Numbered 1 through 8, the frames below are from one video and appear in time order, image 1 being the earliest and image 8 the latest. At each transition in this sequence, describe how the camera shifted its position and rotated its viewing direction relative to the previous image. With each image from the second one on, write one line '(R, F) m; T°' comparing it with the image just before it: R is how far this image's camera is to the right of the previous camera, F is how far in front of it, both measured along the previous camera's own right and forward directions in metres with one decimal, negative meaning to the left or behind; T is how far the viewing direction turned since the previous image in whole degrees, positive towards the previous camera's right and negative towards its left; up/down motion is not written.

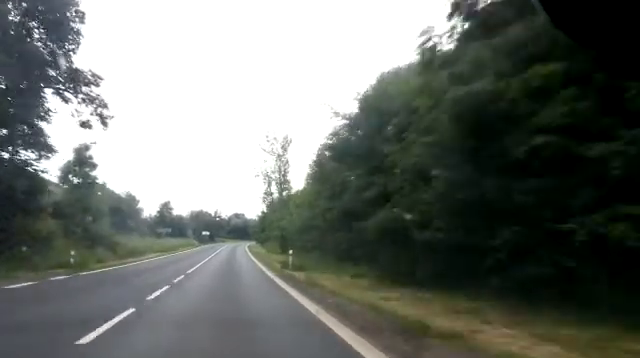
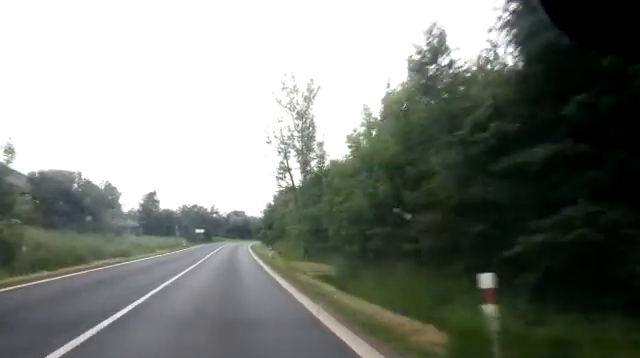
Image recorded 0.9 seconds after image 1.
(-0.4, +16.8) m; -1°
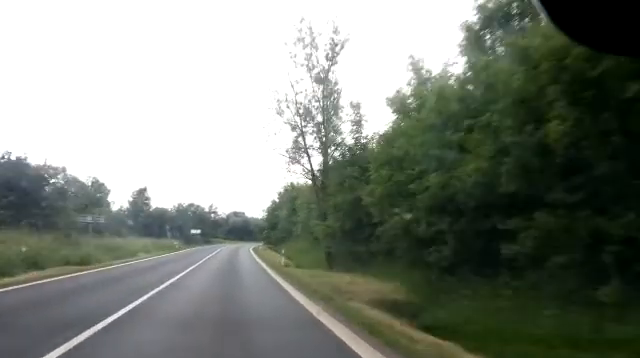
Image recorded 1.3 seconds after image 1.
(0.0, +8.1) m; 0°
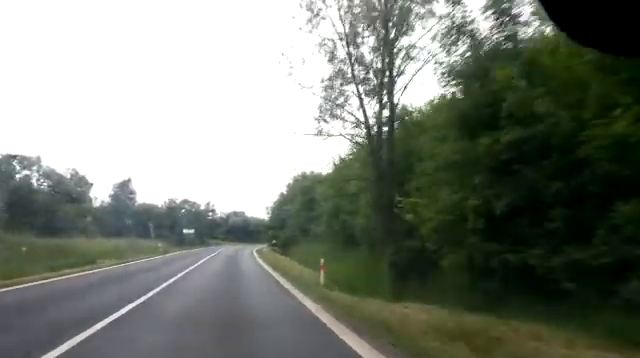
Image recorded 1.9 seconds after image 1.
(0.0, +10.7) m; 0°
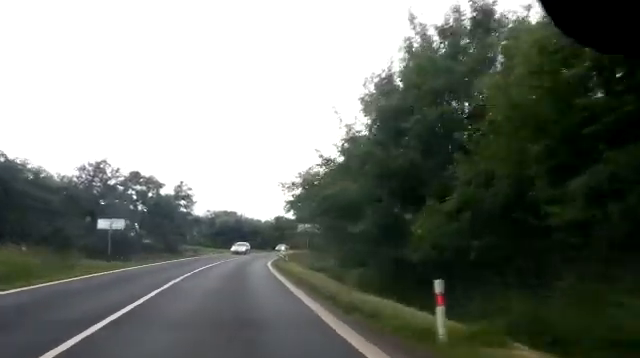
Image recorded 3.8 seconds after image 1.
(+0.2, +36.7) m; +1°
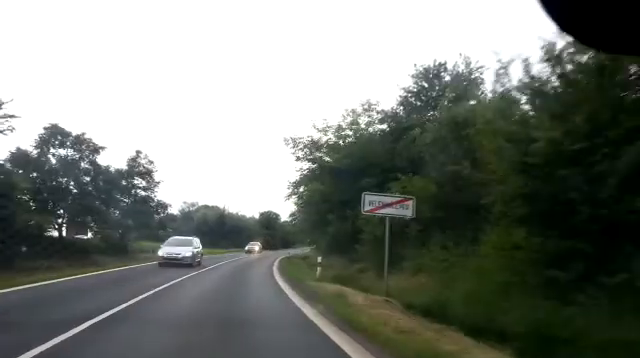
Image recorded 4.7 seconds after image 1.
(+0.3, +17.2) m; +1°
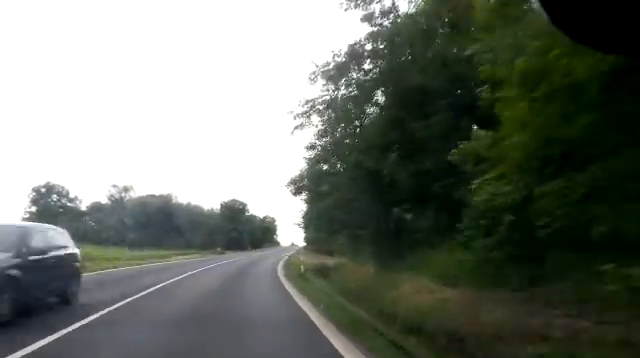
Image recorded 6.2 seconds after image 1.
(+0.1, +28.8) m; +1°
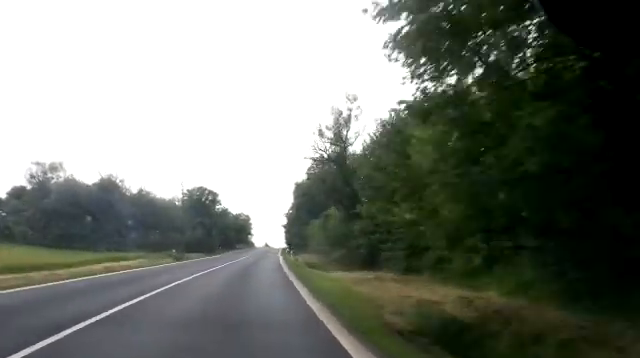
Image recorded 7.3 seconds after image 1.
(+0.2, +19.9) m; +3°
